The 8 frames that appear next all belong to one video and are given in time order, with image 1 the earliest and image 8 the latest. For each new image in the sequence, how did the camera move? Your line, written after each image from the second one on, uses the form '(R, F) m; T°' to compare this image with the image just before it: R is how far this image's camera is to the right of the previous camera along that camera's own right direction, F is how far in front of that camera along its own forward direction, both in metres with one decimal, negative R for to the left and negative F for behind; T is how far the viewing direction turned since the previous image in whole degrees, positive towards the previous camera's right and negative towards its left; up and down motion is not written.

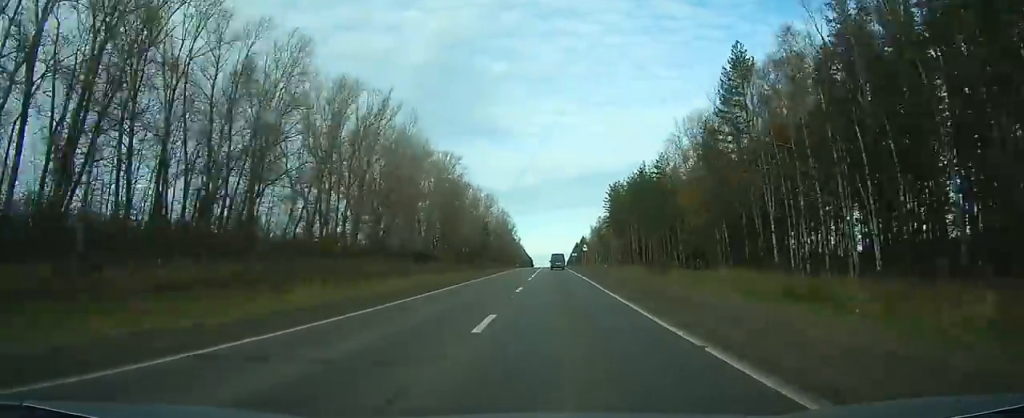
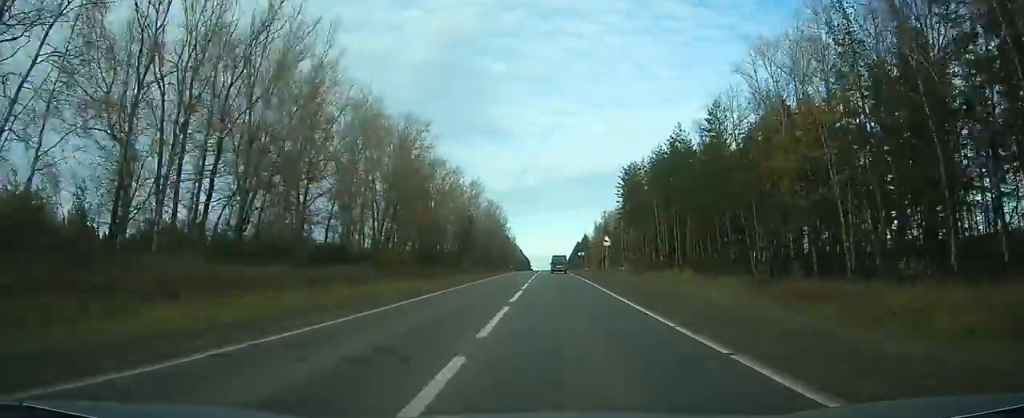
(-0.1, +37.6) m; 0°
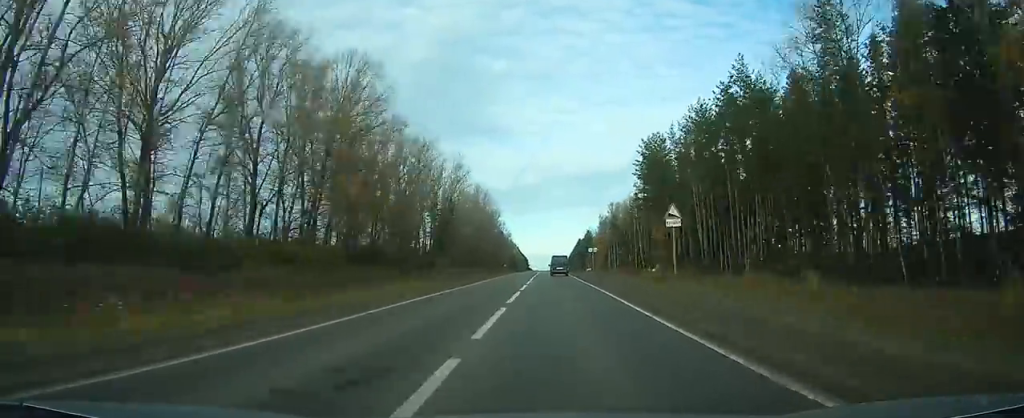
(-0.1, +32.2) m; 0°
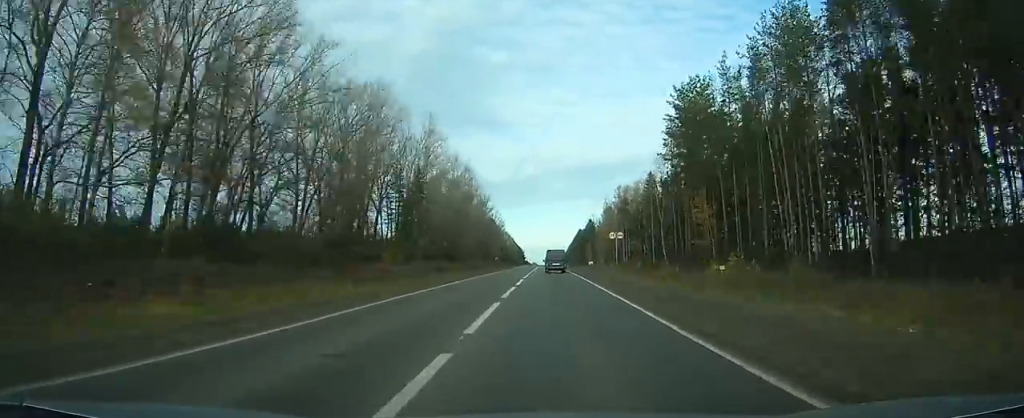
(-0.3, +32.1) m; 0°
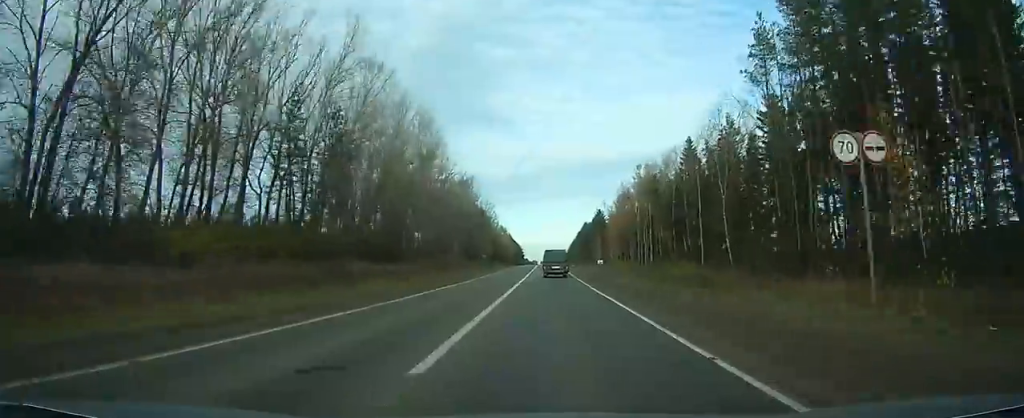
(+0.3, +43.8) m; +1°
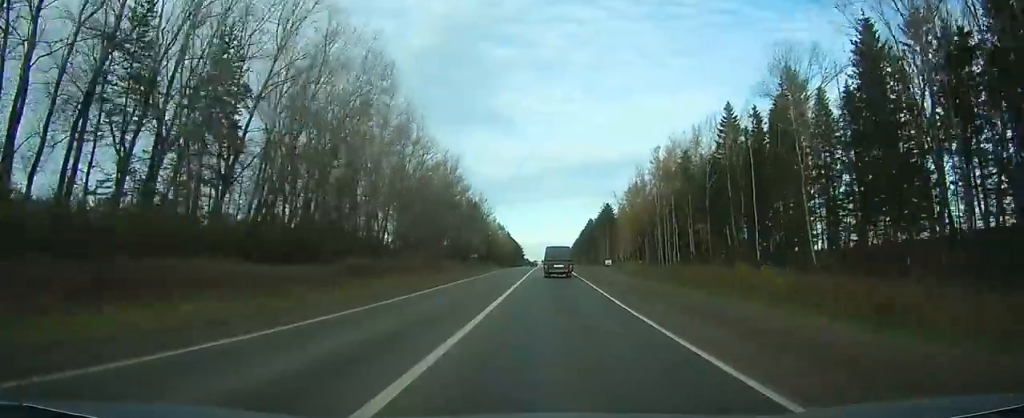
(+0.1, +25.7) m; 0°
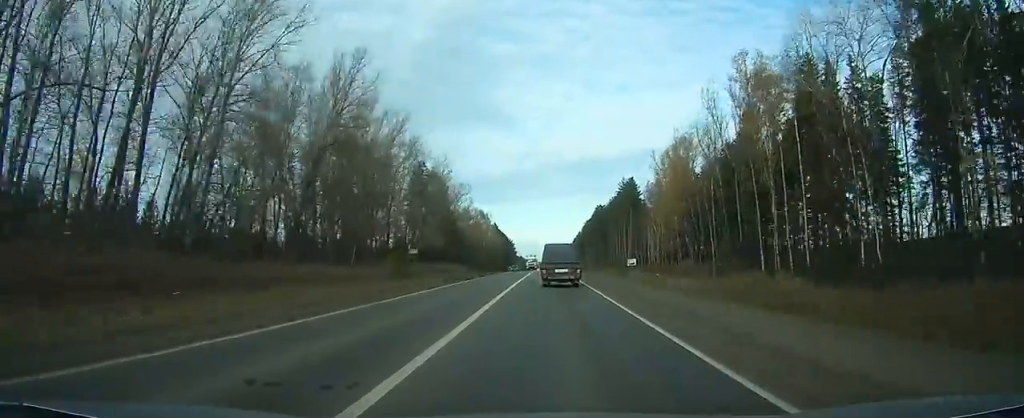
(+0.1, +64.7) m; 0°
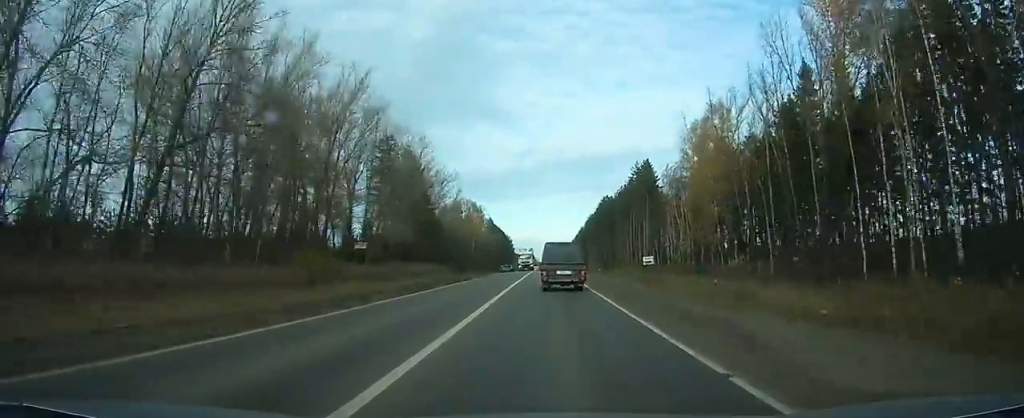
(0.0, +24.1) m; 0°
